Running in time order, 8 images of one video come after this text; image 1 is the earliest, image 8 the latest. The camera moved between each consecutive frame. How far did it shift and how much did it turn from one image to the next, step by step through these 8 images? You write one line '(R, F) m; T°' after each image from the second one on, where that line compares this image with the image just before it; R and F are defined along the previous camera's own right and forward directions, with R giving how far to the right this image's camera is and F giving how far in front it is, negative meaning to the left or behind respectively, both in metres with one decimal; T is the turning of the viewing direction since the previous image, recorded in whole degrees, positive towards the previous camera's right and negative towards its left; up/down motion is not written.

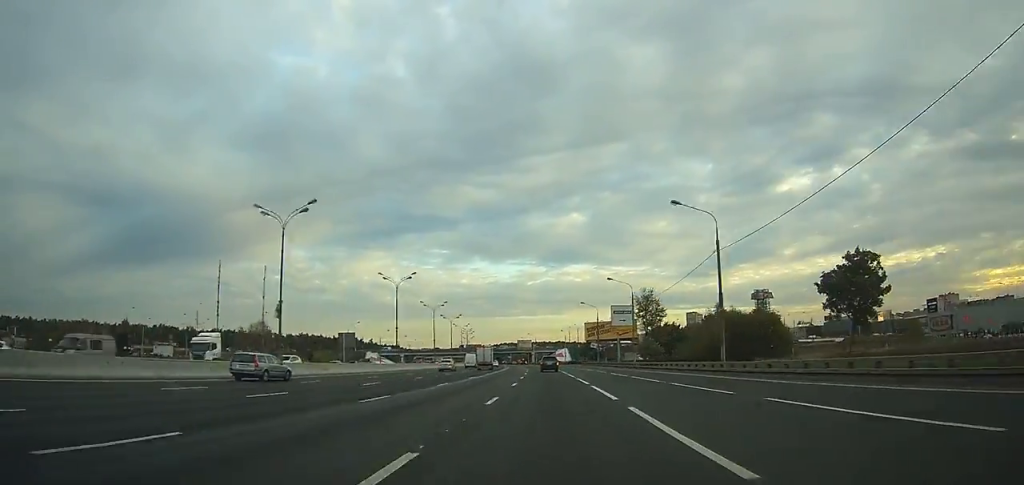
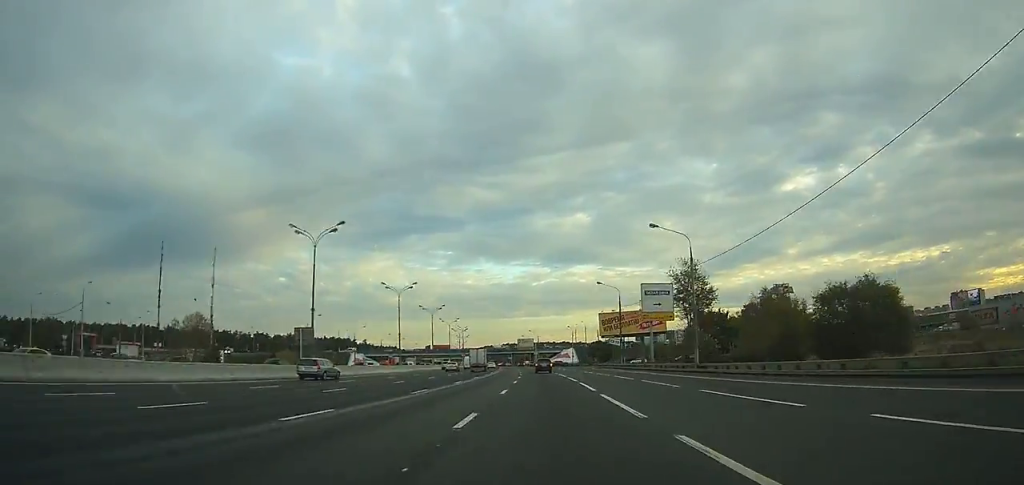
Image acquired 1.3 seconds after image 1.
(-0.3, +30.8) m; -1°
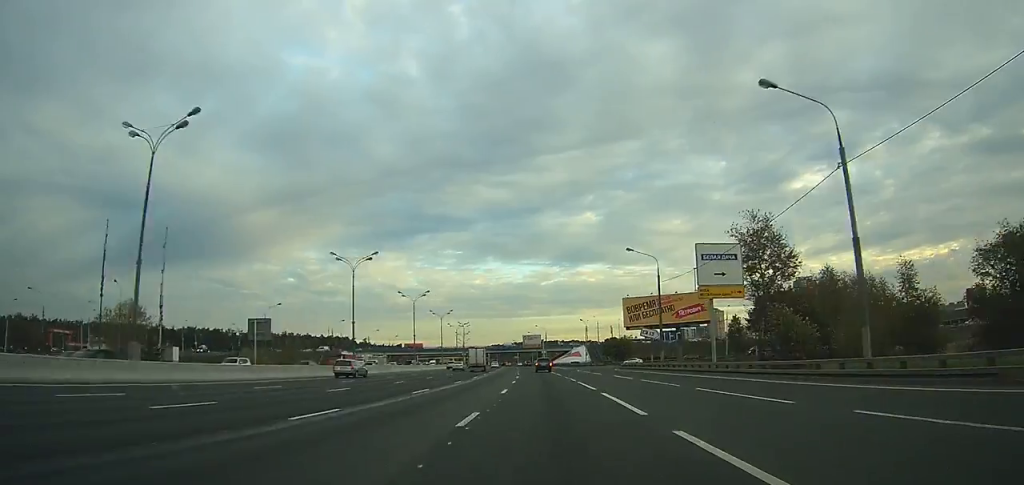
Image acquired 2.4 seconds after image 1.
(-0.1, +24.6) m; -1°
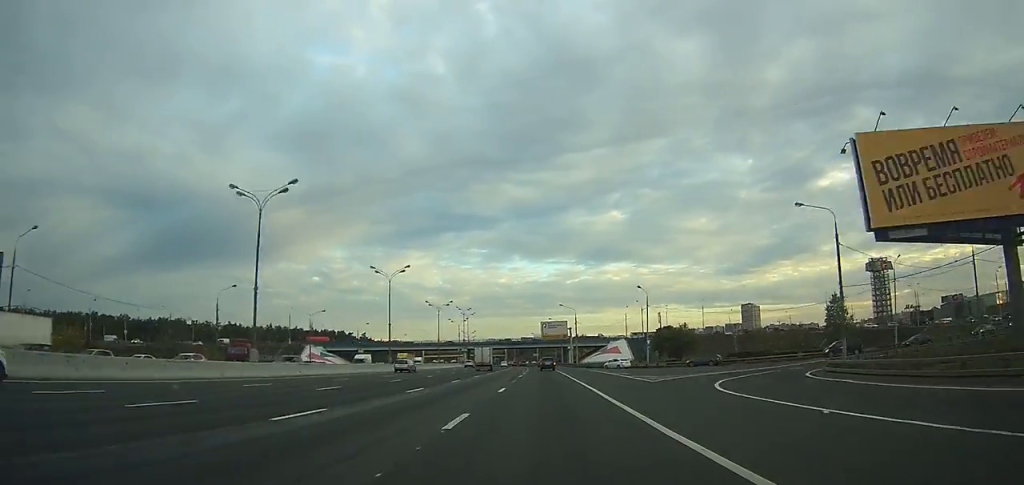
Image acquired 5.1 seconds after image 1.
(-1.0, +61.1) m; -2°
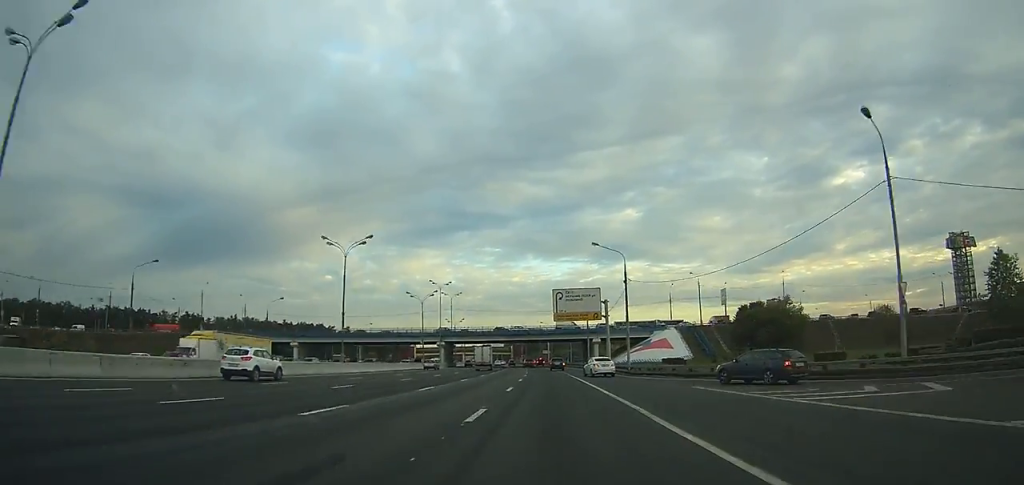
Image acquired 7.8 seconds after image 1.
(-0.8, +57.8) m; -2°
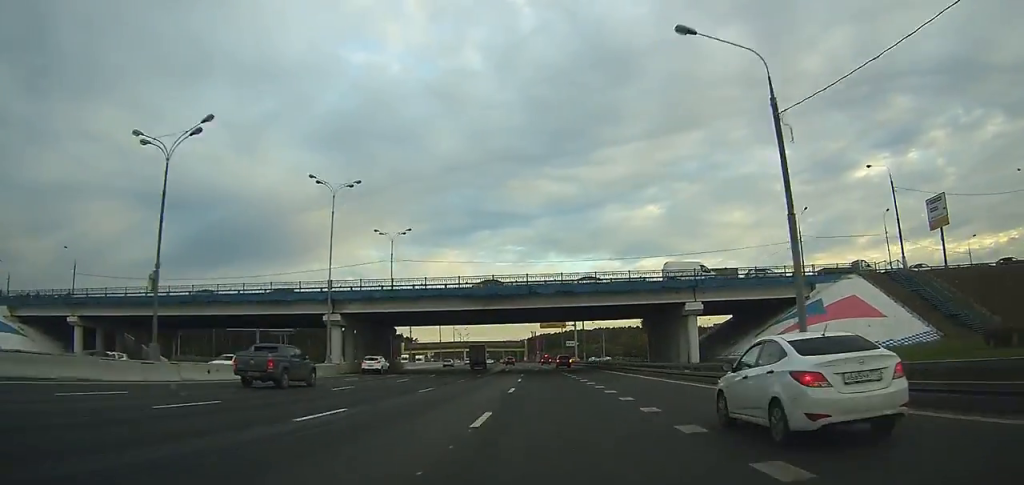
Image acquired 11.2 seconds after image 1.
(-1.4, +80.0) m; -2°
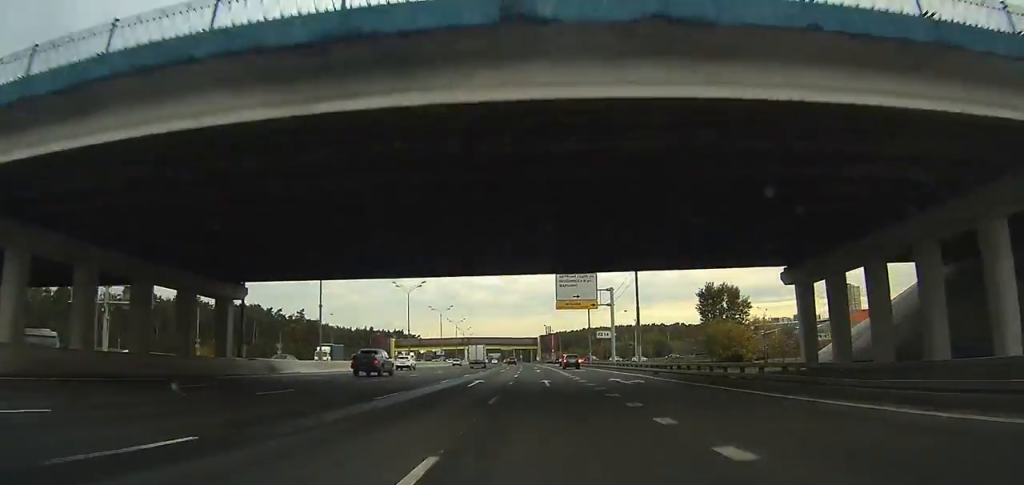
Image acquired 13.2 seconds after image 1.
(-0.3, +47.5) m; -2°
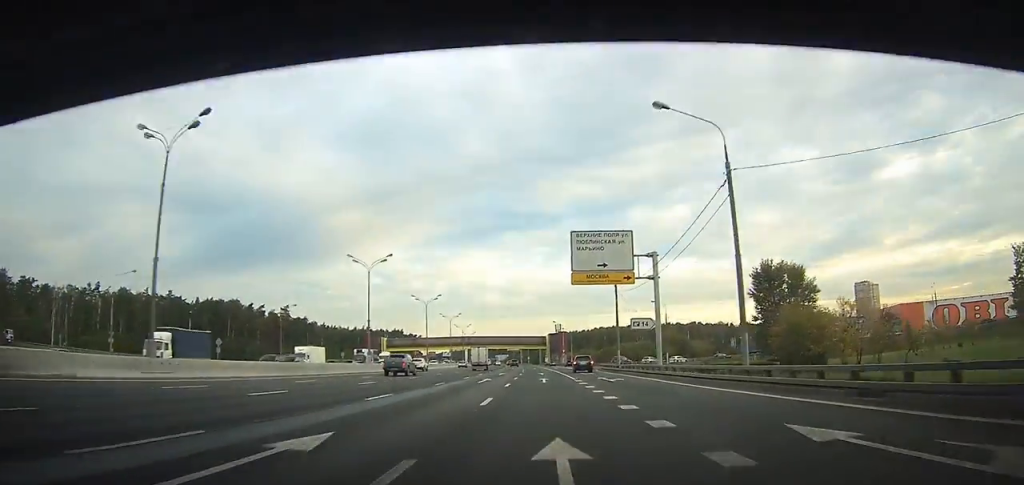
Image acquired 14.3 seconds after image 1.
(0.0, +25.9) m; -1°
